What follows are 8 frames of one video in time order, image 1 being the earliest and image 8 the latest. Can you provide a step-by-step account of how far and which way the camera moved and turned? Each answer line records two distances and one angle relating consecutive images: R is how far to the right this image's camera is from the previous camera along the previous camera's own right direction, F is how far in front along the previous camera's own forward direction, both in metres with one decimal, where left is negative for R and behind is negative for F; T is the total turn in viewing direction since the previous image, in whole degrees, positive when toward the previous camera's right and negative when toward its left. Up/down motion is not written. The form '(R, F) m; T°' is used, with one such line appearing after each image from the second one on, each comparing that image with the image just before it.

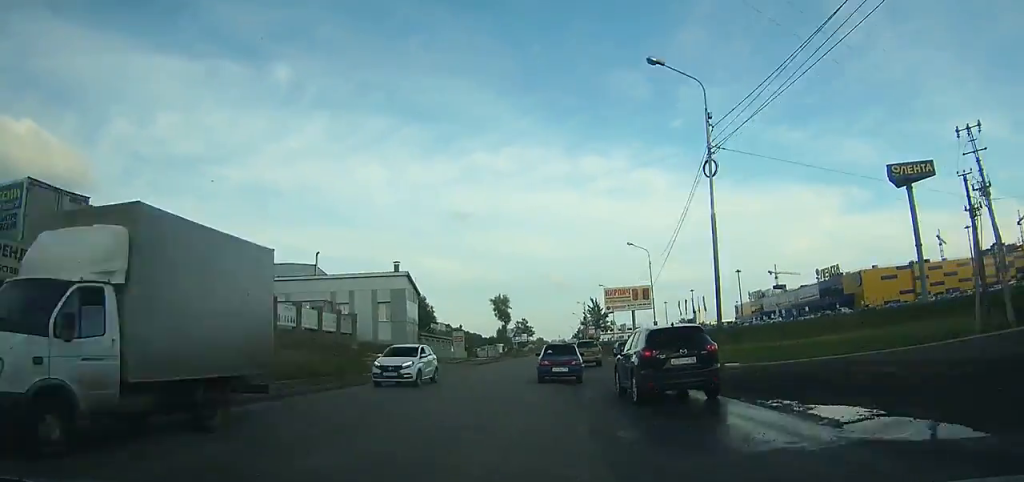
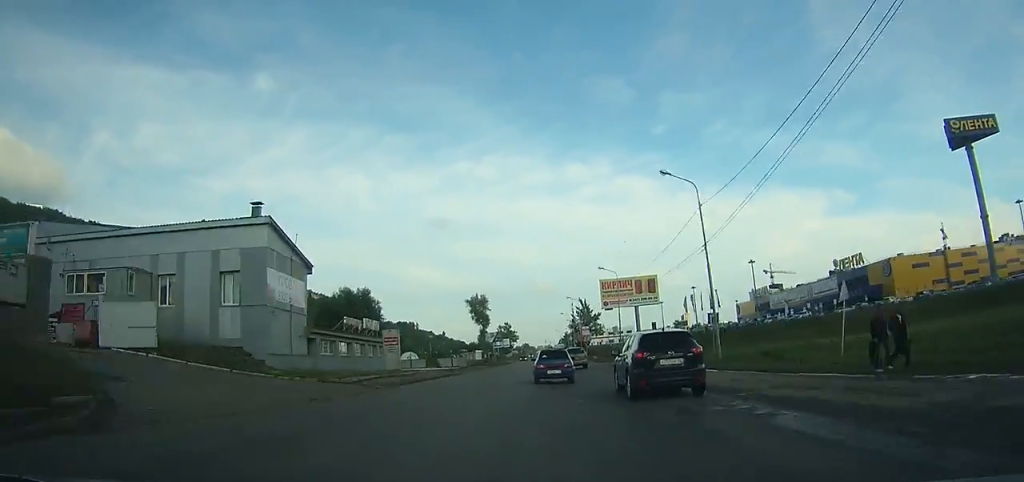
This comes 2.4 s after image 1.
(+0.7, +22.7) m; +2°
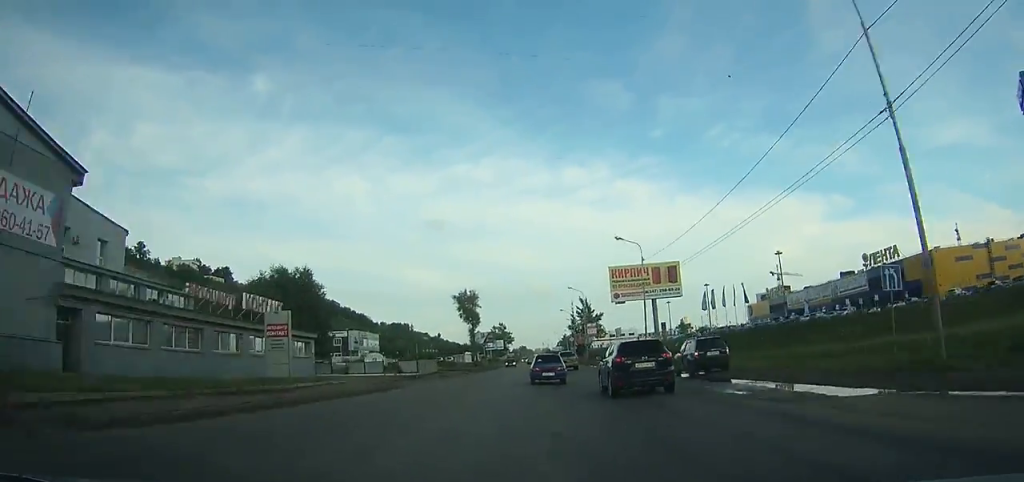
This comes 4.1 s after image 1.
(+0.2, +19.6) m; +1°
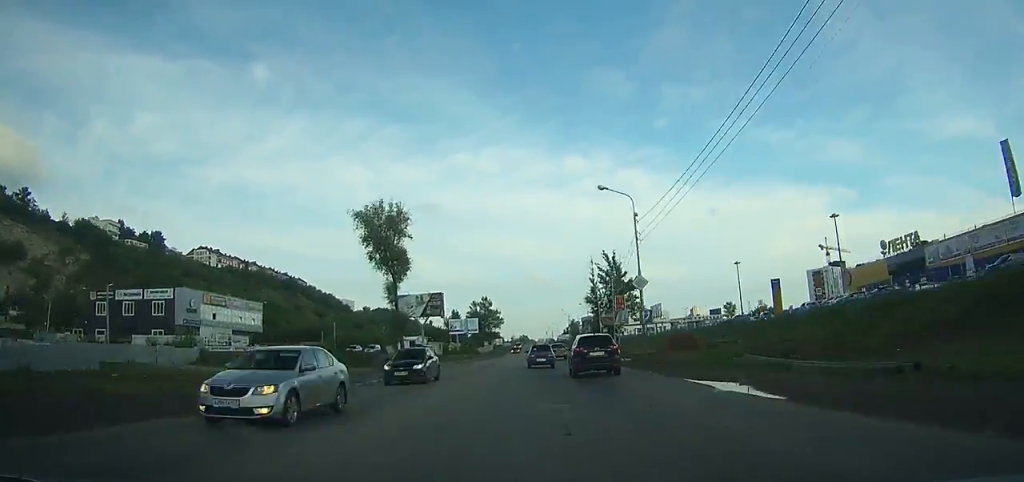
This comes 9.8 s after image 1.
(+0.3, +82.0) m; 0°
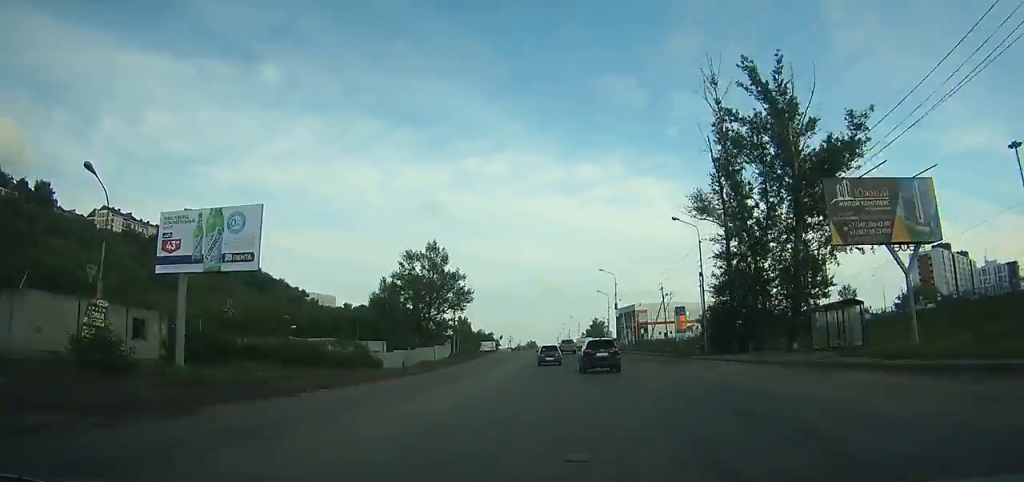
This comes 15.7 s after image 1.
(-0.6, +97.9) m; -1°
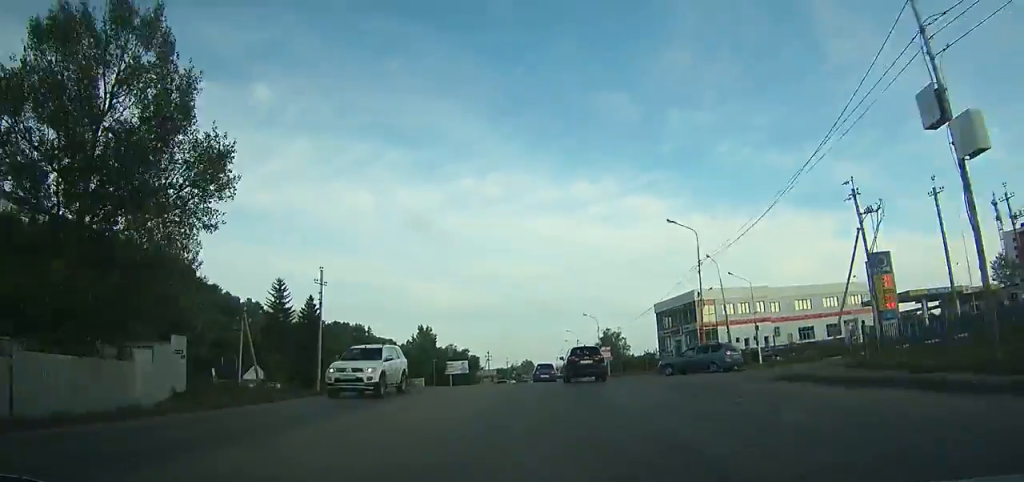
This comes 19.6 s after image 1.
(-0.1, +66.1) m; 0°
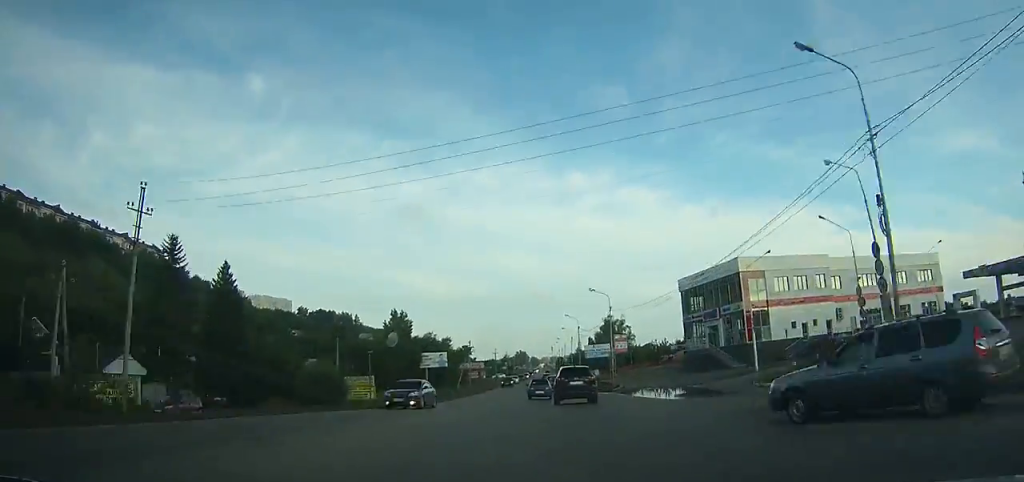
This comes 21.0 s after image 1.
(+0.1, +23.5) m; 0°
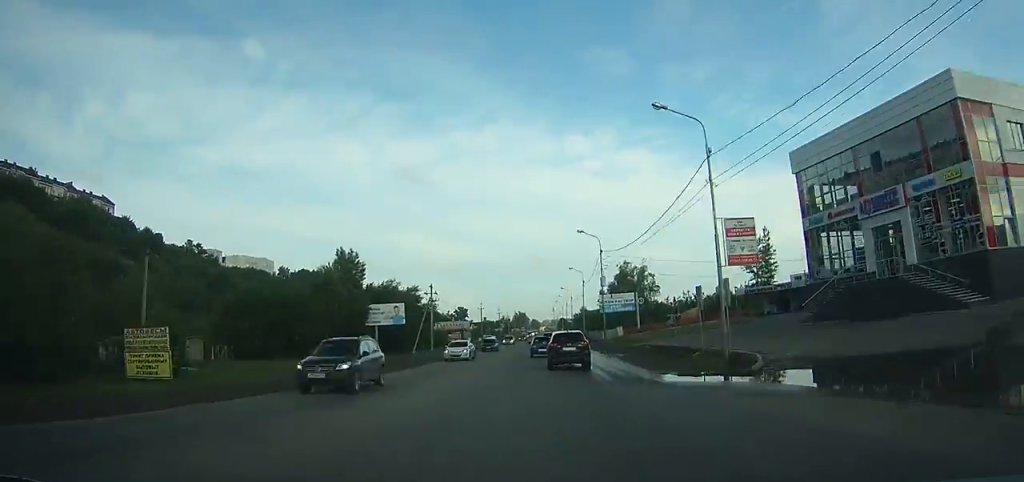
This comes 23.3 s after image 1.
(+0.1, +38.5) m; 0°
